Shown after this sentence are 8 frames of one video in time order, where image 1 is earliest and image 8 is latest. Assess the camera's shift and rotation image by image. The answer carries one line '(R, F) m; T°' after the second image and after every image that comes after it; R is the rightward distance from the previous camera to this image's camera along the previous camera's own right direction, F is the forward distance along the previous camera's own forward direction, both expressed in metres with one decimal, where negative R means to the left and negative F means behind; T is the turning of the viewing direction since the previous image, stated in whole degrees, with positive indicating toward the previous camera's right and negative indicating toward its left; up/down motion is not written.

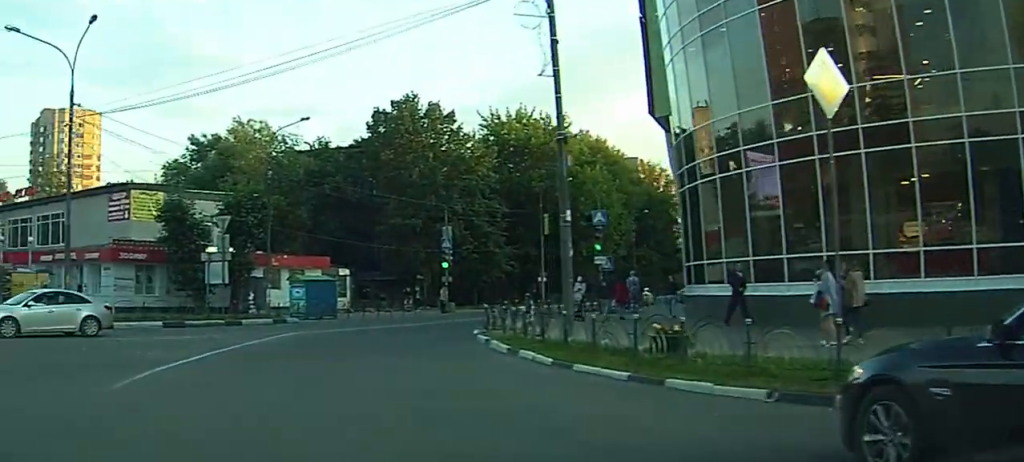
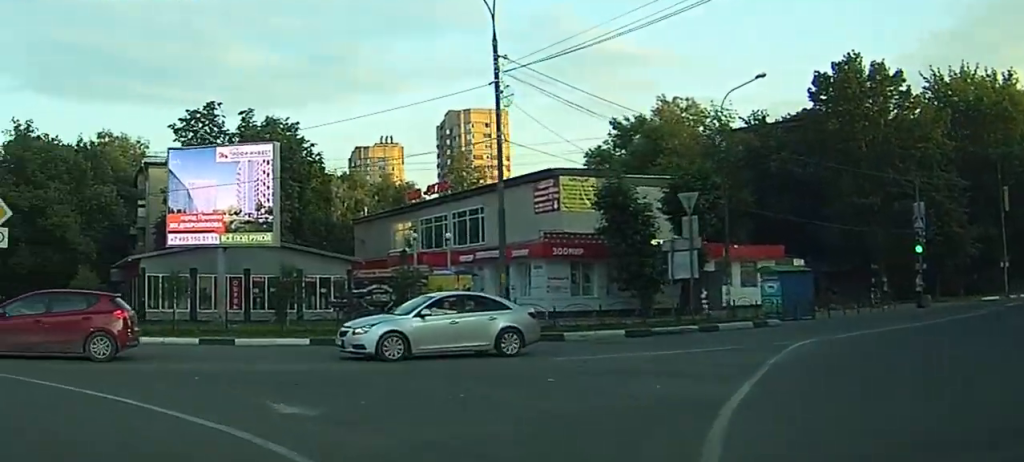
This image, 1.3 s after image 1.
(-1.9, +5.0) m; -32°
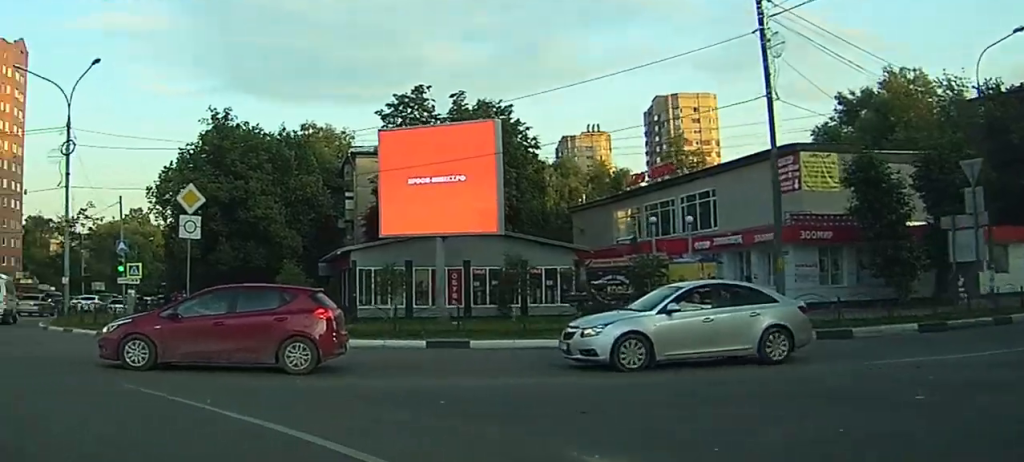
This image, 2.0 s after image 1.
(0.0, +3.2) m; -13°
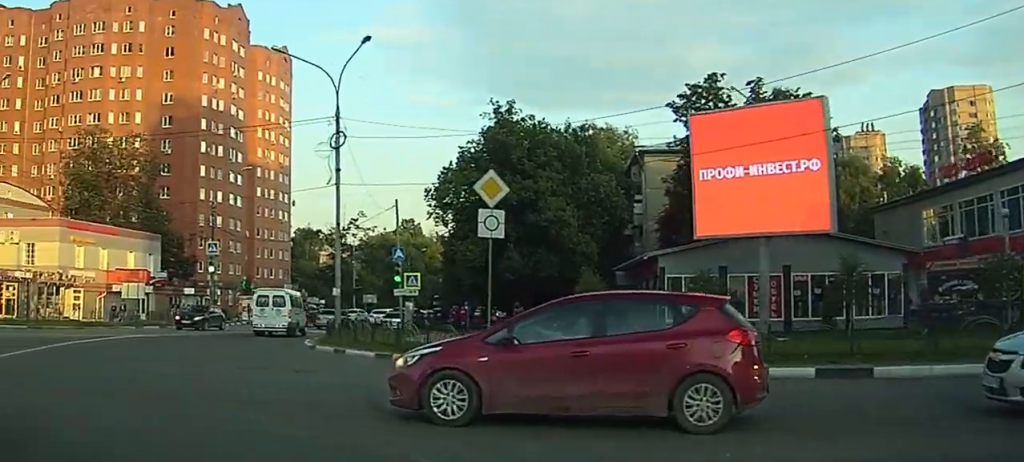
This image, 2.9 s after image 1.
(-0.6, +3.9) m; -17°
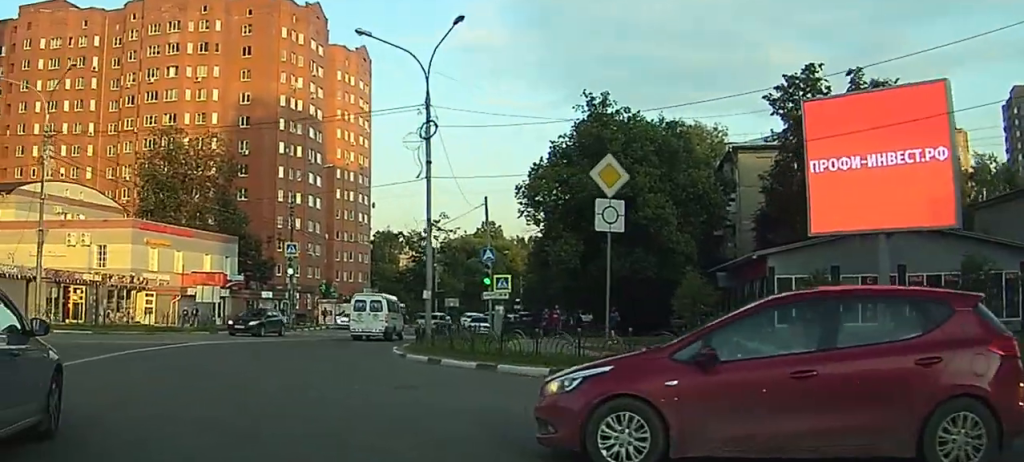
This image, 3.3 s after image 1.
(-0.4, +2.0) m; -9°
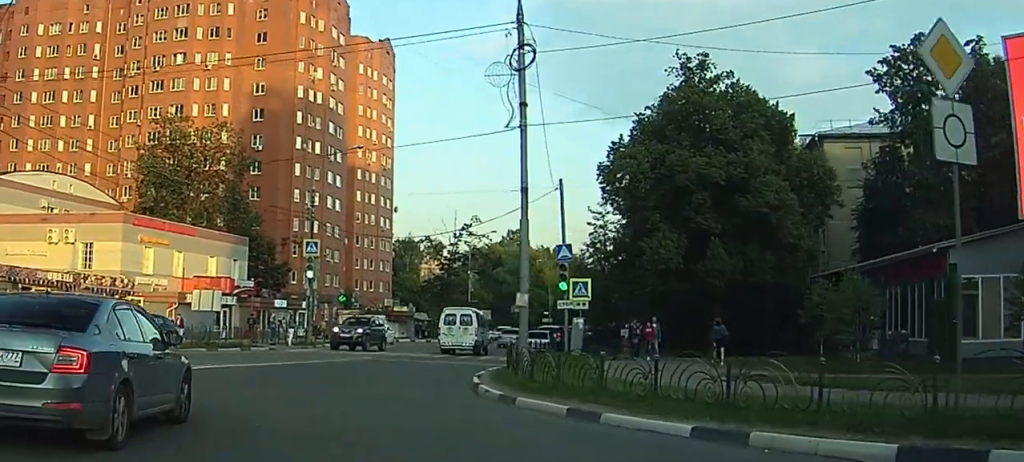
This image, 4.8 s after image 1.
(-0.4, +7.7) m; -6°
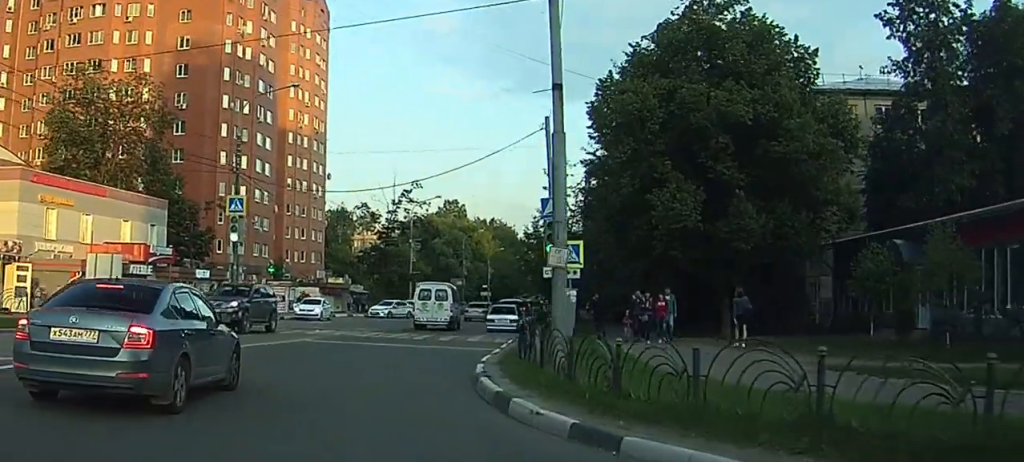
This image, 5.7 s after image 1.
(-0.2, +5.4) m; -2°
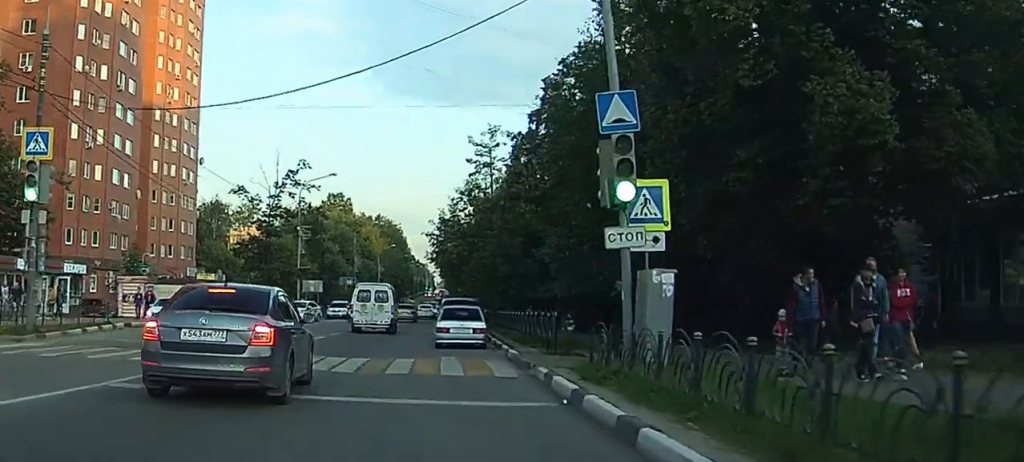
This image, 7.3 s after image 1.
(-0.1, +11.4) m; +2°
